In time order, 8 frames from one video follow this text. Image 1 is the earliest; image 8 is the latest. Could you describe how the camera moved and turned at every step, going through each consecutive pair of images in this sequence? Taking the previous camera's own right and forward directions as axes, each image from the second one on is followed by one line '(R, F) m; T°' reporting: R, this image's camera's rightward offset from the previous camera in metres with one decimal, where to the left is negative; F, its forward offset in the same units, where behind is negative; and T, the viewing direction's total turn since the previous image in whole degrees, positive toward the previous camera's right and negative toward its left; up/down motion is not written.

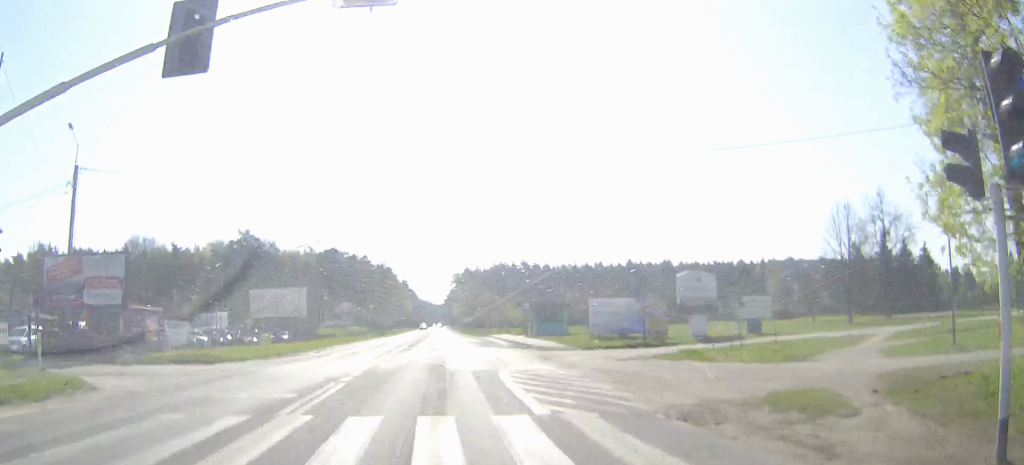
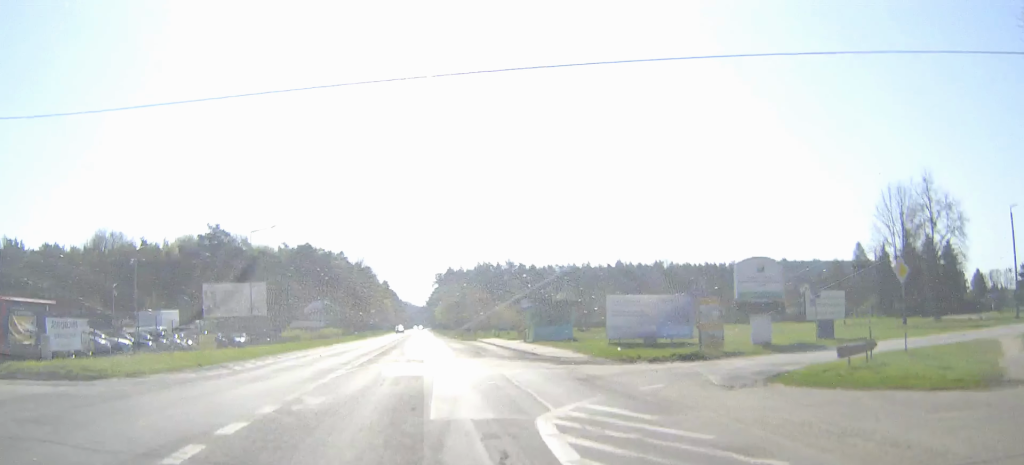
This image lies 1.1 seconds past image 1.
(+0.1, +11.8) m; +2°
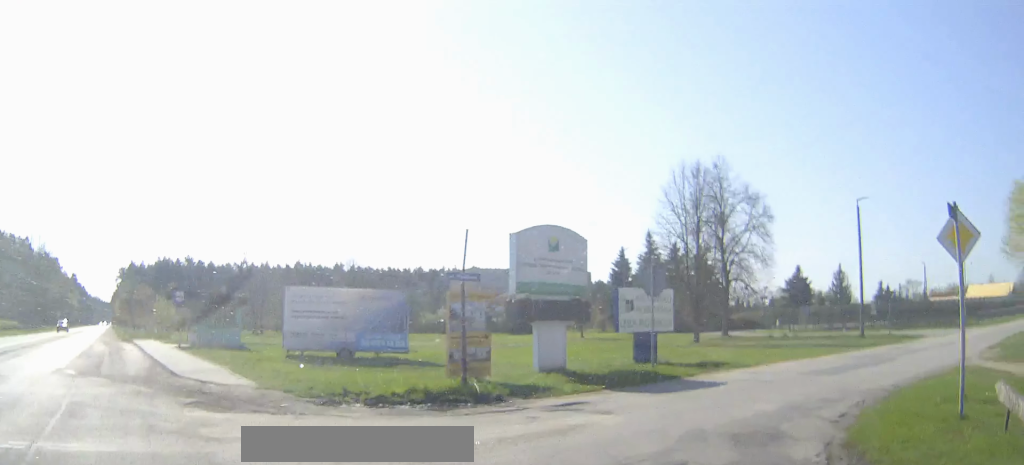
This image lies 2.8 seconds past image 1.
(+1.4, +15.8) m; +20°
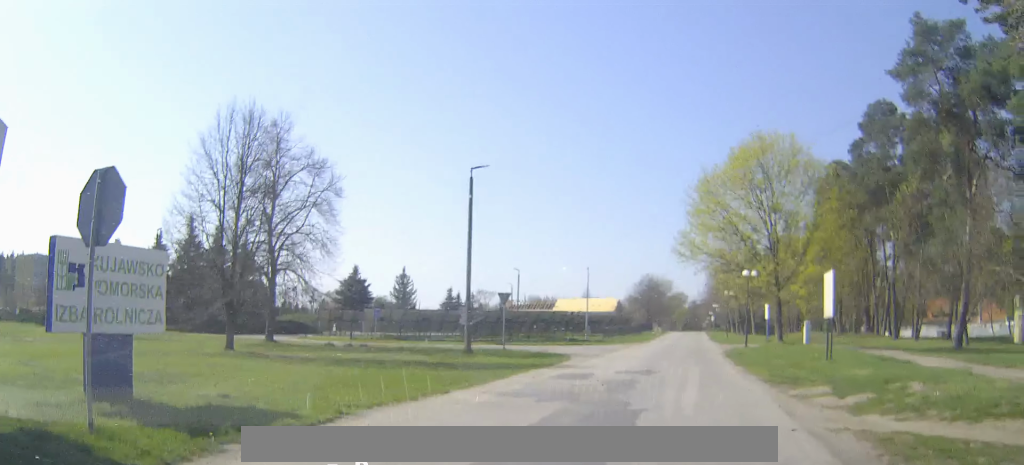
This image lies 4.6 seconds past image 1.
(+3.7, +11.4) m; +35°
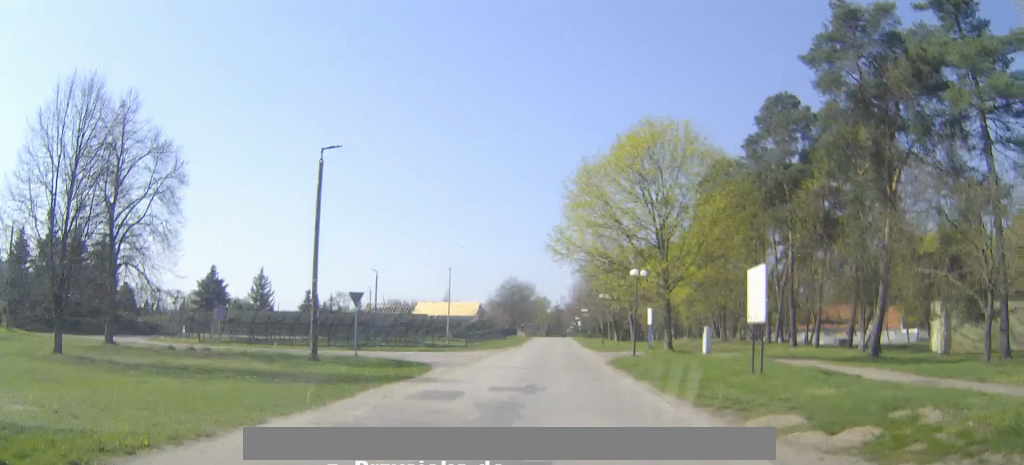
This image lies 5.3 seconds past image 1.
(+0.5, +3.8) m; +10°
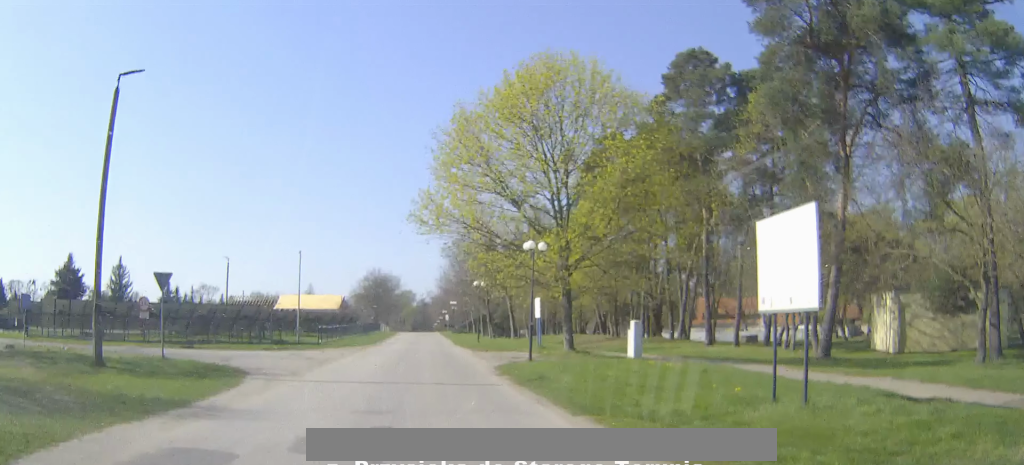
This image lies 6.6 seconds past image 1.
(+1.1, +7.4) m; +14°
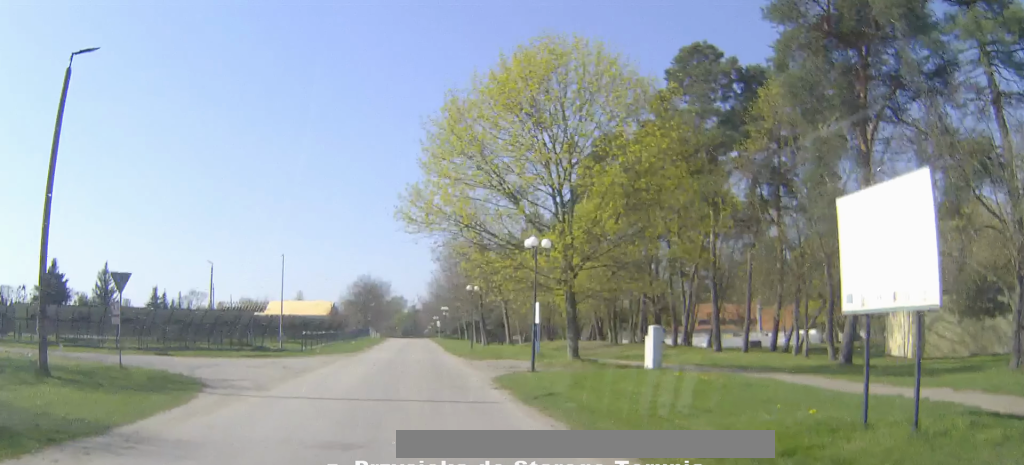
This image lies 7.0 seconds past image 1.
(+0.1, +2.5) m; +2°
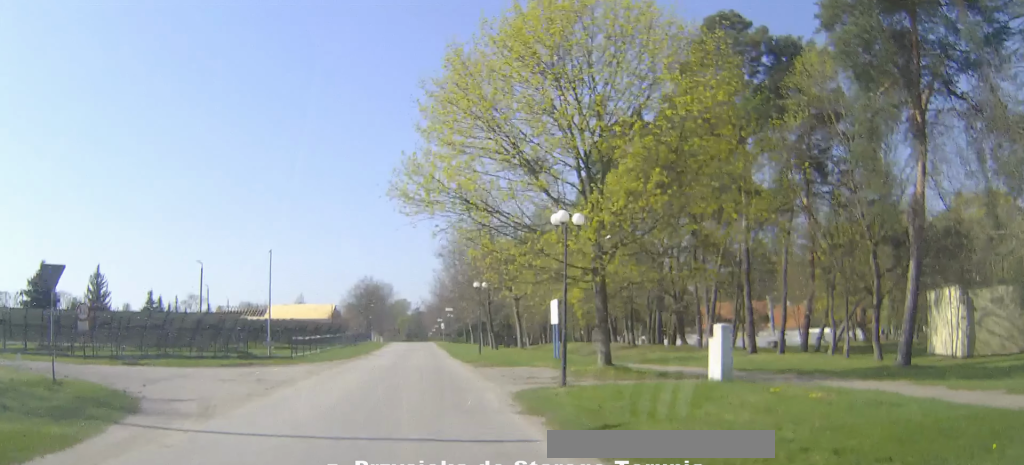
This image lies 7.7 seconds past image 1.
(+0.1, +3.9) m; +2°
